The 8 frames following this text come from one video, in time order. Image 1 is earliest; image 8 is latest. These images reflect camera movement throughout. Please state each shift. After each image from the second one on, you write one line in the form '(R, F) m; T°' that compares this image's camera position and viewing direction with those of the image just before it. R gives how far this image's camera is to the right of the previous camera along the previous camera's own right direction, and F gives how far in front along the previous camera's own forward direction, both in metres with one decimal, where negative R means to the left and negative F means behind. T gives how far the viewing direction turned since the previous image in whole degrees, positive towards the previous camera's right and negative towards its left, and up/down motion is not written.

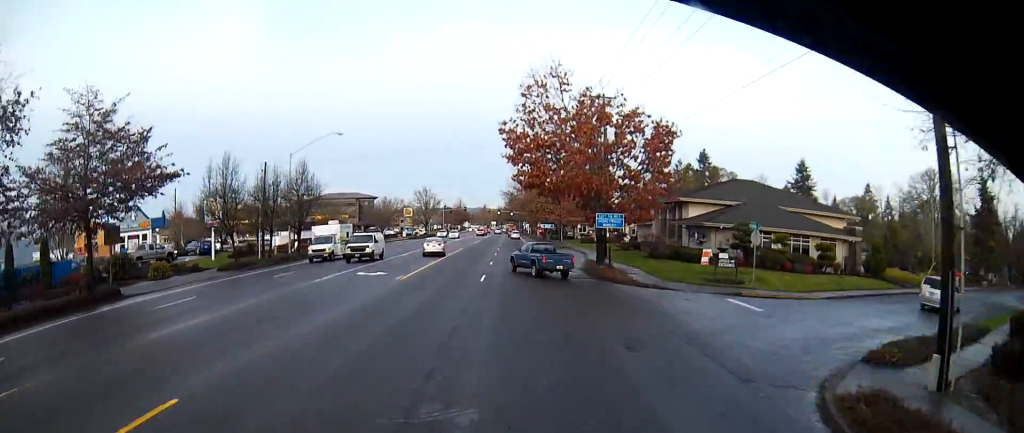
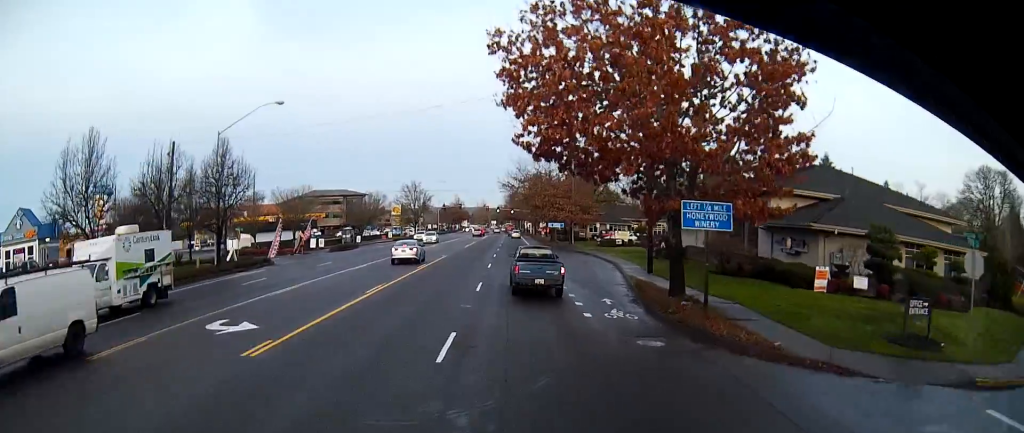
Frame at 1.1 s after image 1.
(-0.4, +17.1) m; -1°
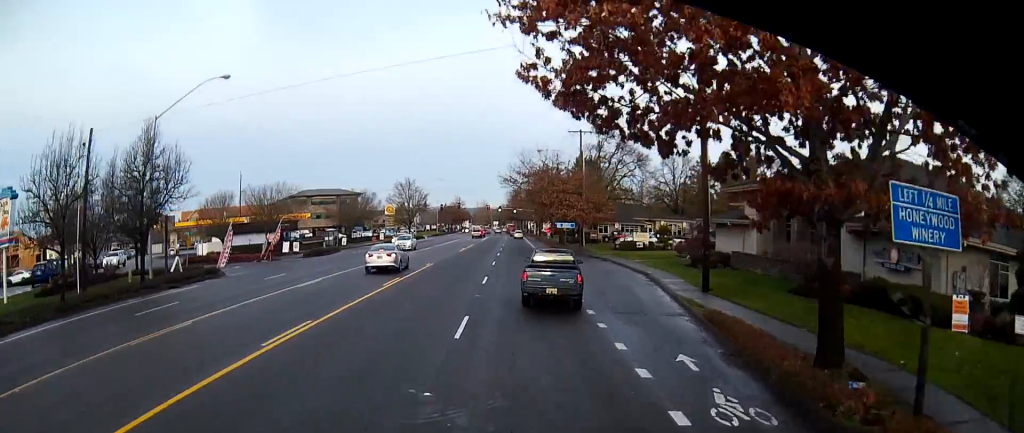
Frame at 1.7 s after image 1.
(+0.1, +10.5) m; 0°
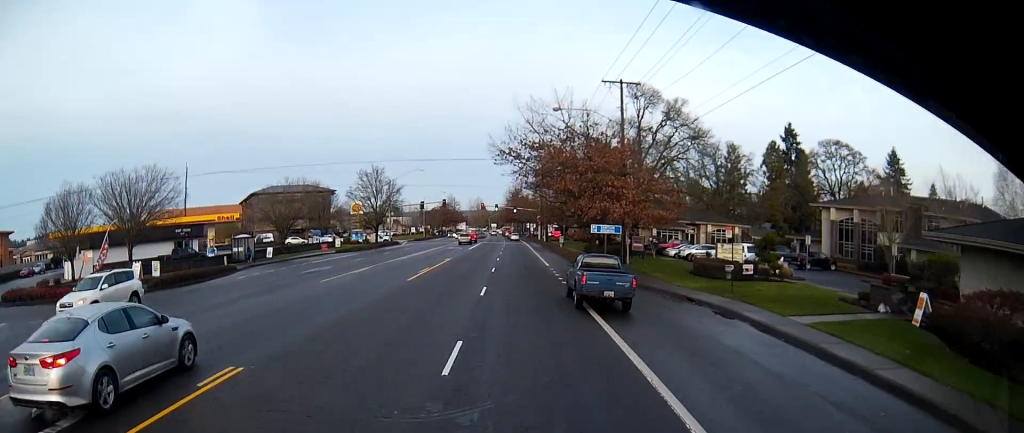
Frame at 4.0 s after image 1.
(+0.8, +30.9) m; +1°
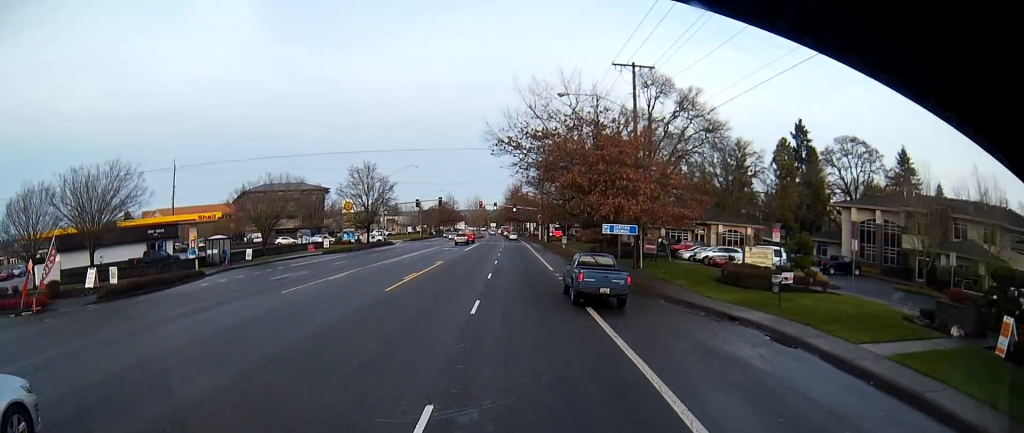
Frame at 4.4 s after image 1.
(-0.2, +5.0) m; 0°
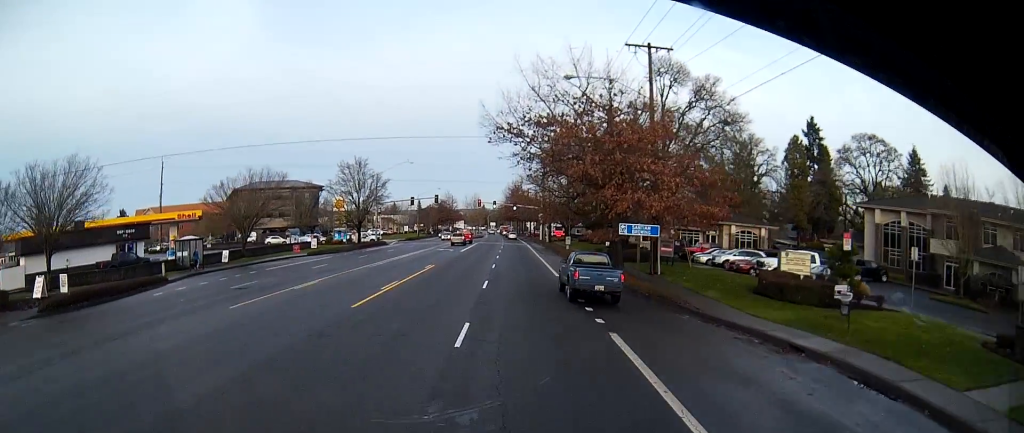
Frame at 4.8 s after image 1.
(-0.3, +5.0) m; 0°
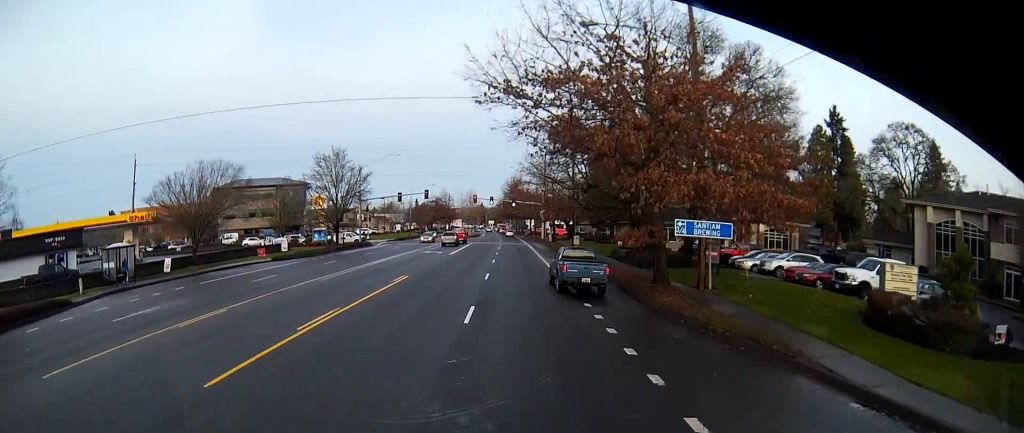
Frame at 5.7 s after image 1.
(+0.5, +9.1) m; 0°
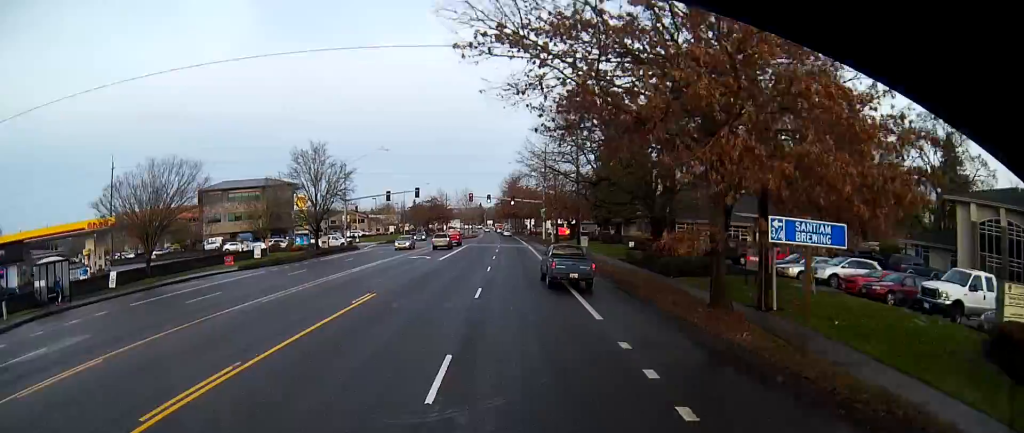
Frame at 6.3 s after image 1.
(-0.1, +6.6) m; 0°
